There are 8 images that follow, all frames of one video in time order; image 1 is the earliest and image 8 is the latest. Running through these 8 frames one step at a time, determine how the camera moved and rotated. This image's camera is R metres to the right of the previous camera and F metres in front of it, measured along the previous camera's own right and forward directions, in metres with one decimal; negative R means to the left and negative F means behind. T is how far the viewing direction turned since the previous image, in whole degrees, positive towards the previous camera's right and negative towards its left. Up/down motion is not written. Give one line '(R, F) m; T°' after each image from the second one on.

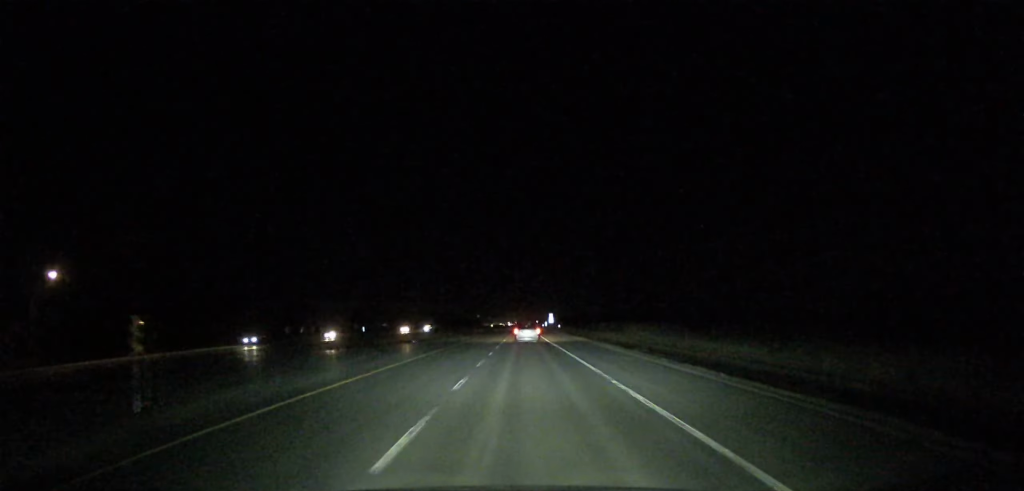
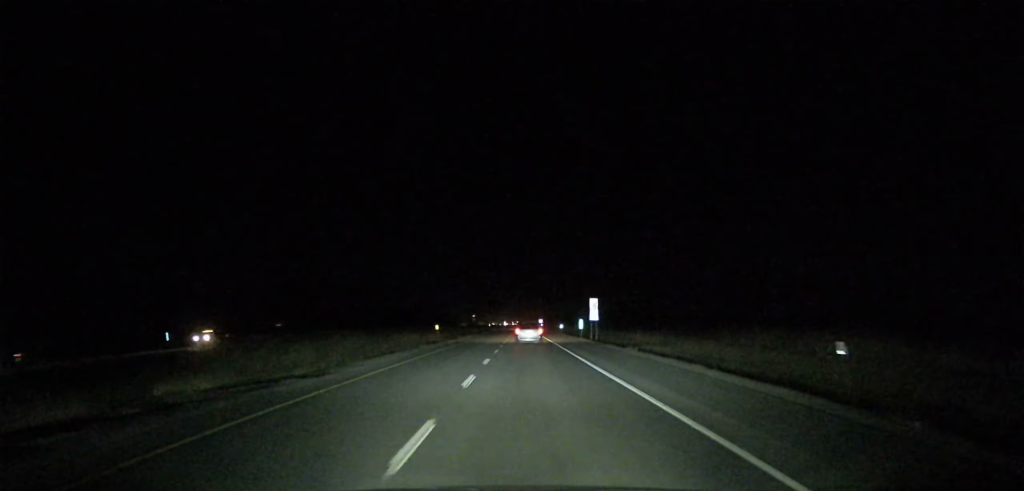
(+0.1, +111.4) m; 0°
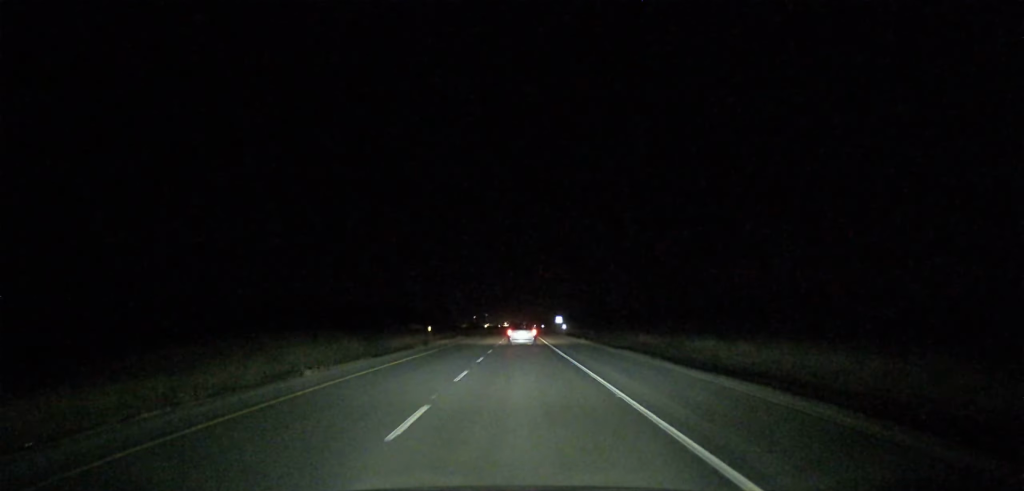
(+0.1, +110.0) m; 0°
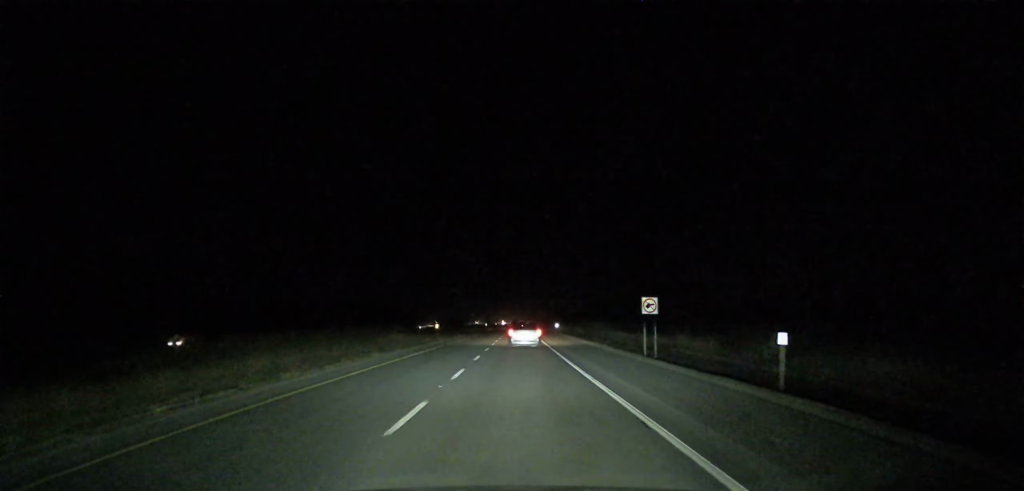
(+0.1, +85.4) m; 0°
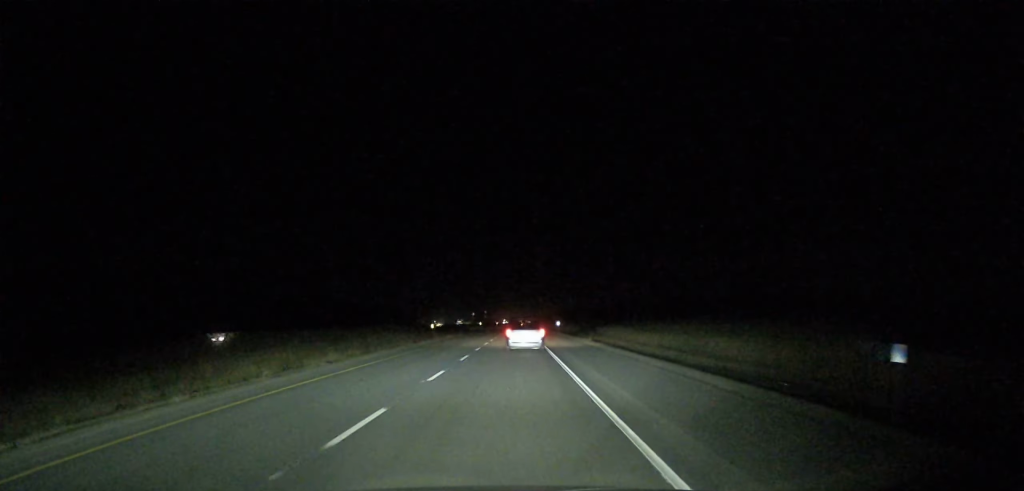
(-0.2, +105.2) m; 0°
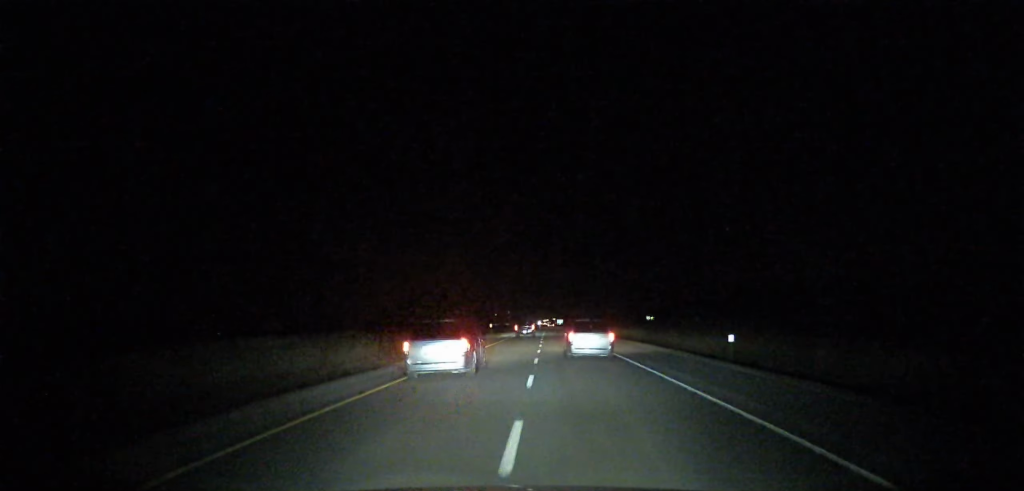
(-1.9, +399.5) m; -1°
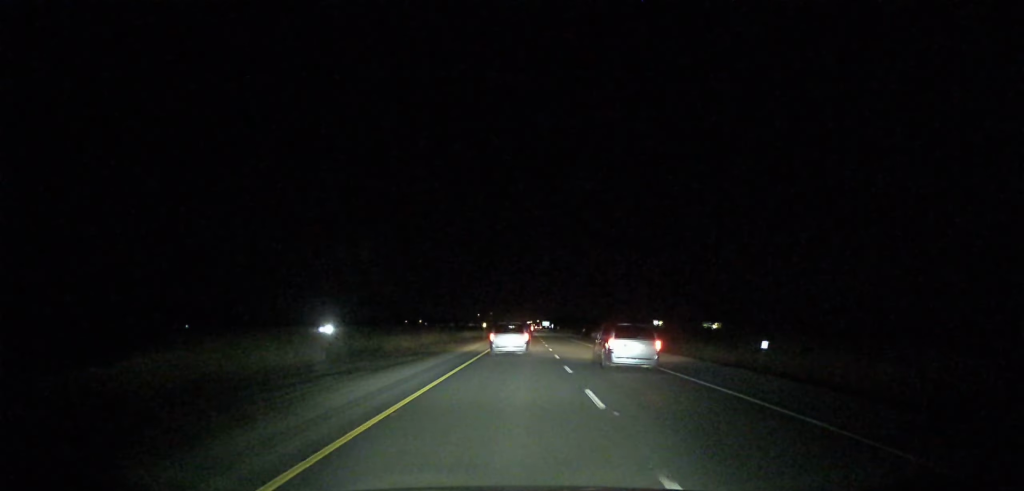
(-0.3, +105.4) m; 0°
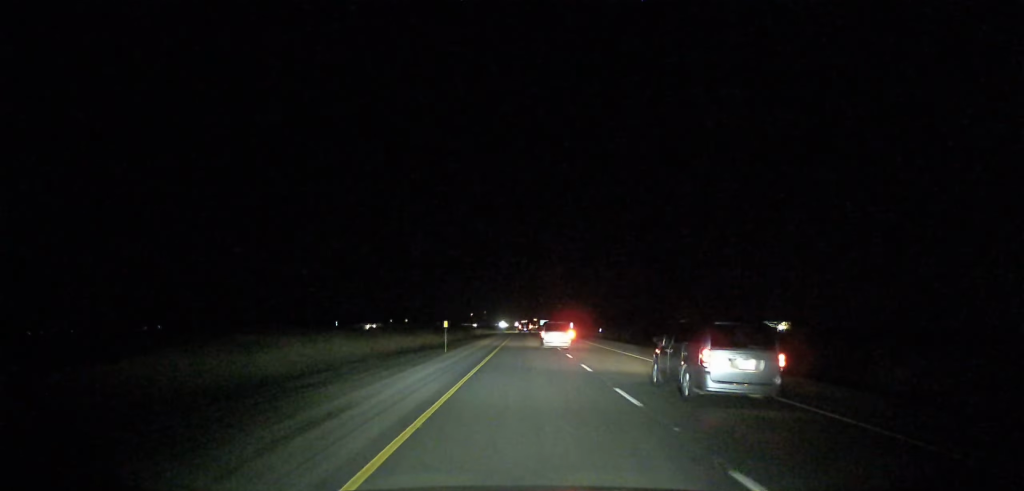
(+0.5, +135.1) m; +1°
